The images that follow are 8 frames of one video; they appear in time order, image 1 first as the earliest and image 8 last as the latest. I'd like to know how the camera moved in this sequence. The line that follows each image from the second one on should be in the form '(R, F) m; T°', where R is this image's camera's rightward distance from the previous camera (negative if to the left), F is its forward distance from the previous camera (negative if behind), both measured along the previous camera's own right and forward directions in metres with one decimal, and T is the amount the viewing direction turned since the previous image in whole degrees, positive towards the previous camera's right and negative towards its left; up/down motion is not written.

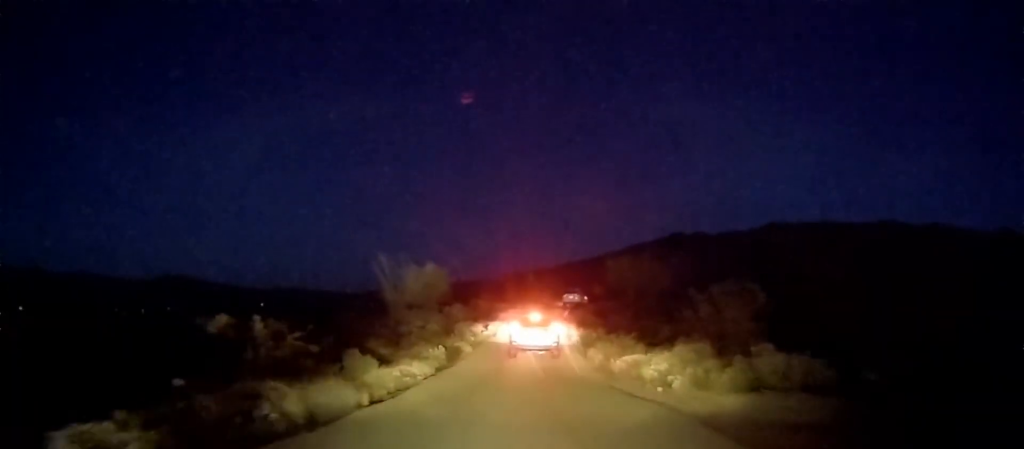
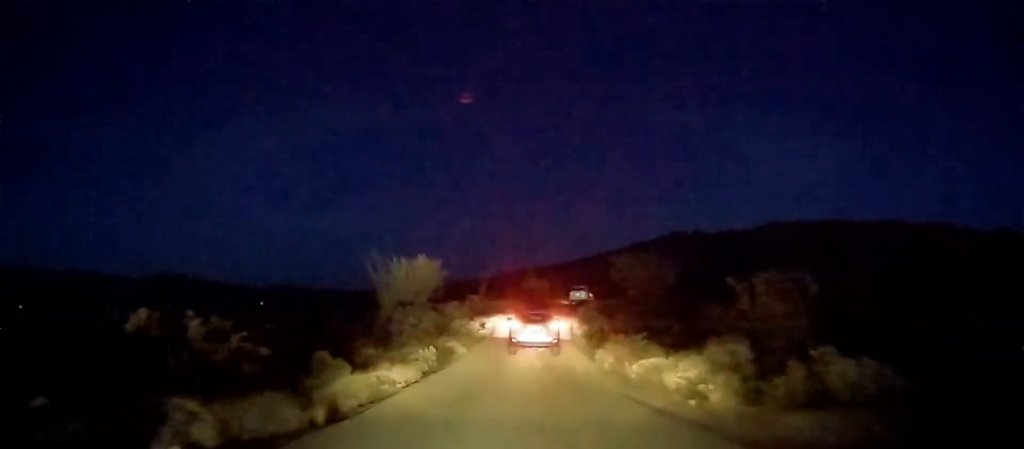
(0.0, +2.1) m; -1°
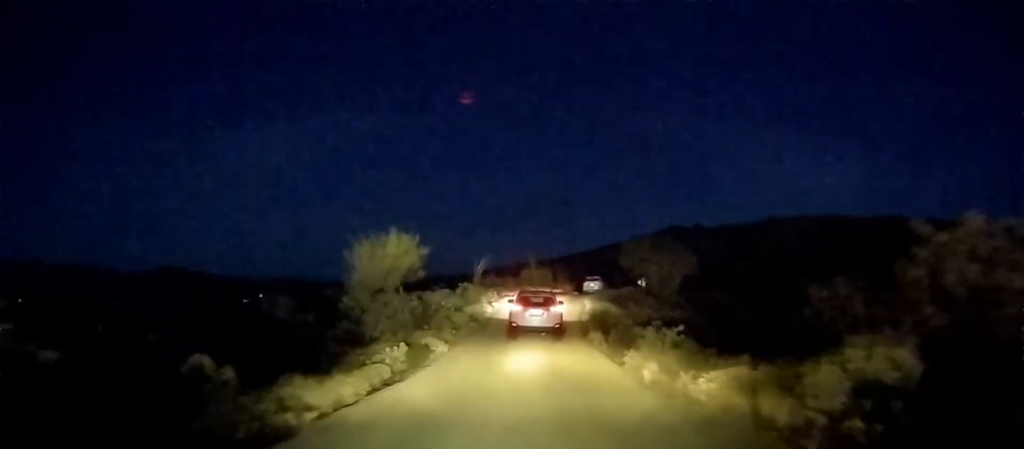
(0.0, +4.6) m; -3°
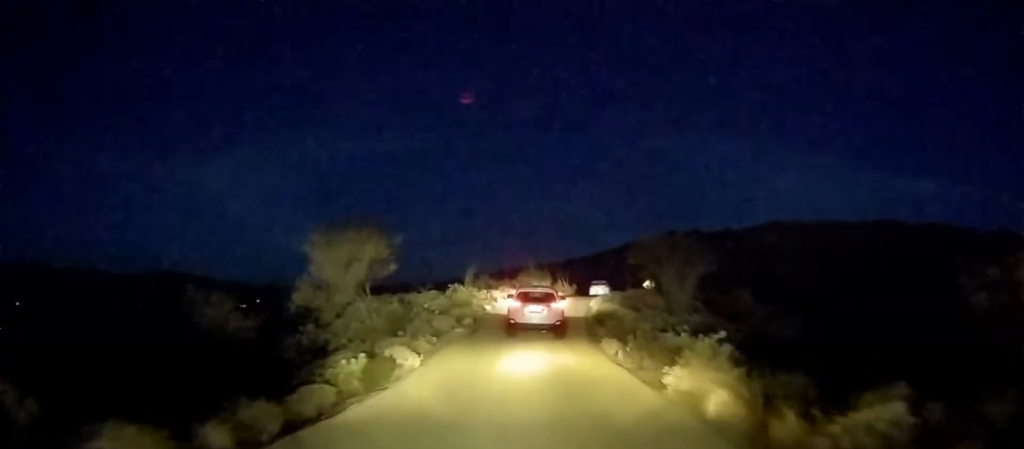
(-0.3, +3.7) m; +2°
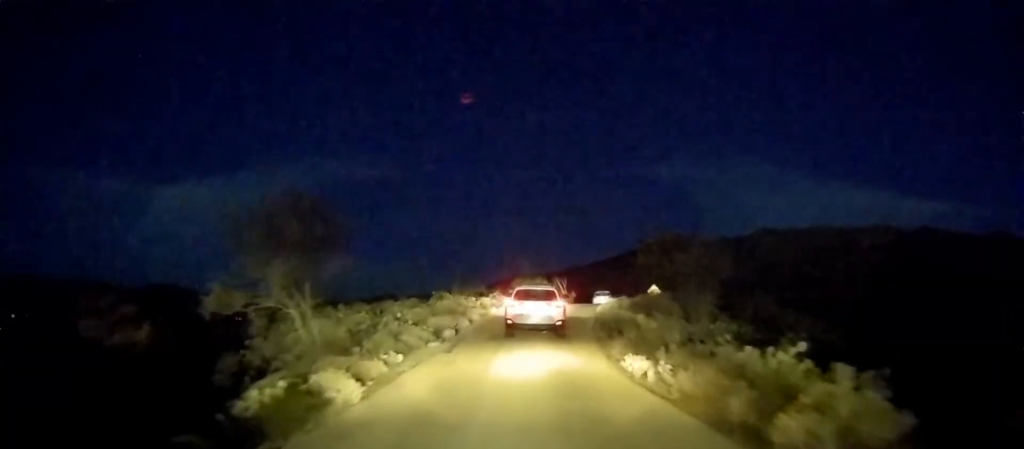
(+0.1, +4.0) m; 0°
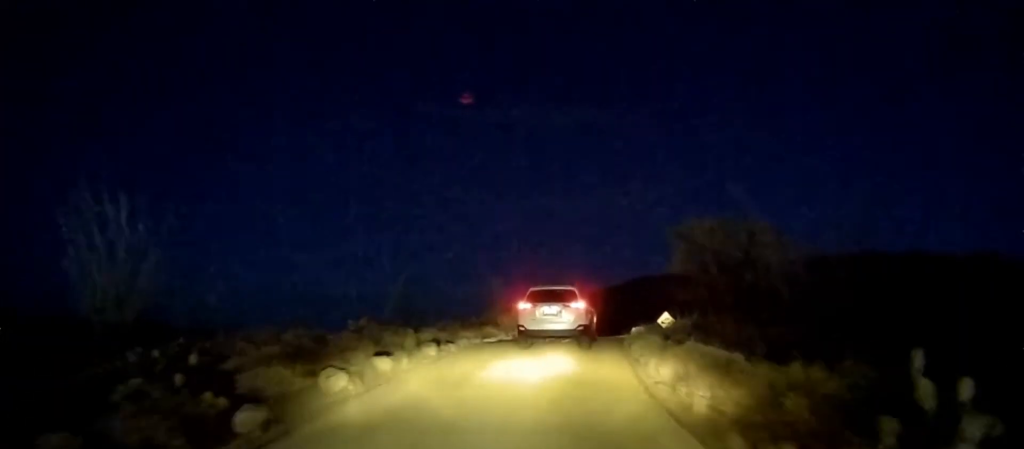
(-0.5, +12.3) m; 0°
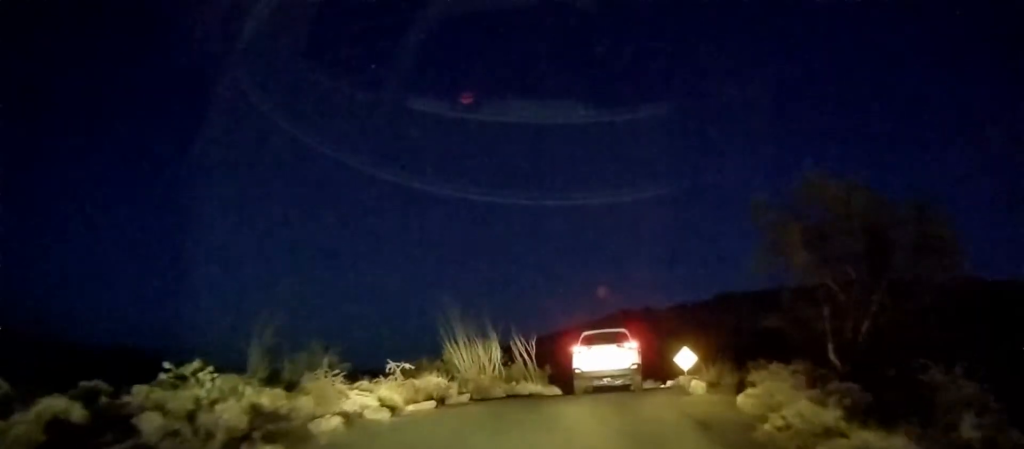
(+1.1, +11.8) m; +3°
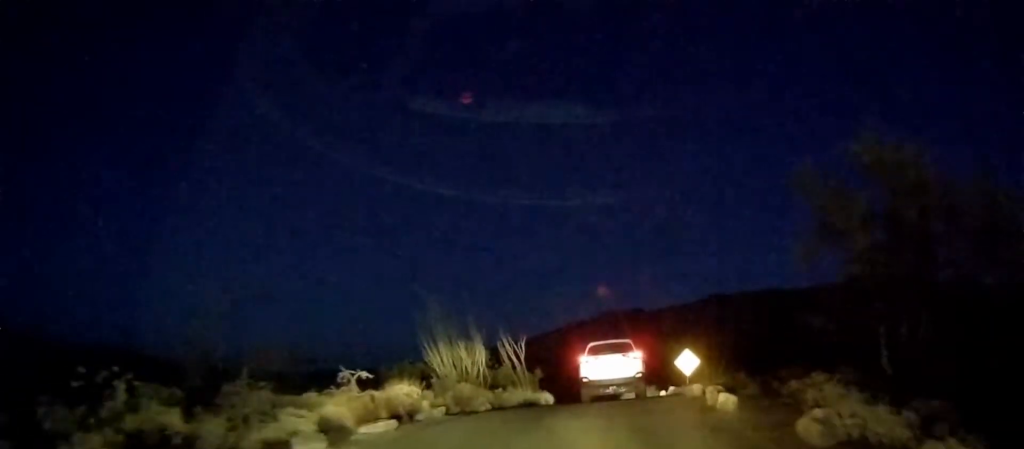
(0.0, +2.7) m; 0°
